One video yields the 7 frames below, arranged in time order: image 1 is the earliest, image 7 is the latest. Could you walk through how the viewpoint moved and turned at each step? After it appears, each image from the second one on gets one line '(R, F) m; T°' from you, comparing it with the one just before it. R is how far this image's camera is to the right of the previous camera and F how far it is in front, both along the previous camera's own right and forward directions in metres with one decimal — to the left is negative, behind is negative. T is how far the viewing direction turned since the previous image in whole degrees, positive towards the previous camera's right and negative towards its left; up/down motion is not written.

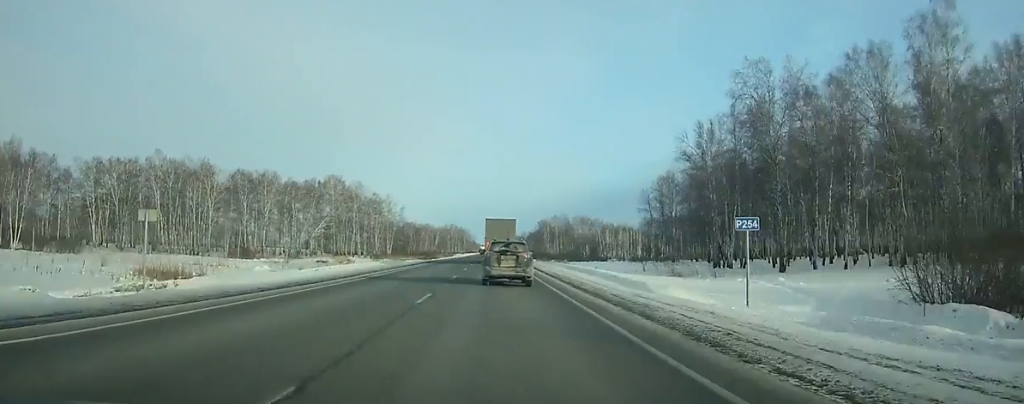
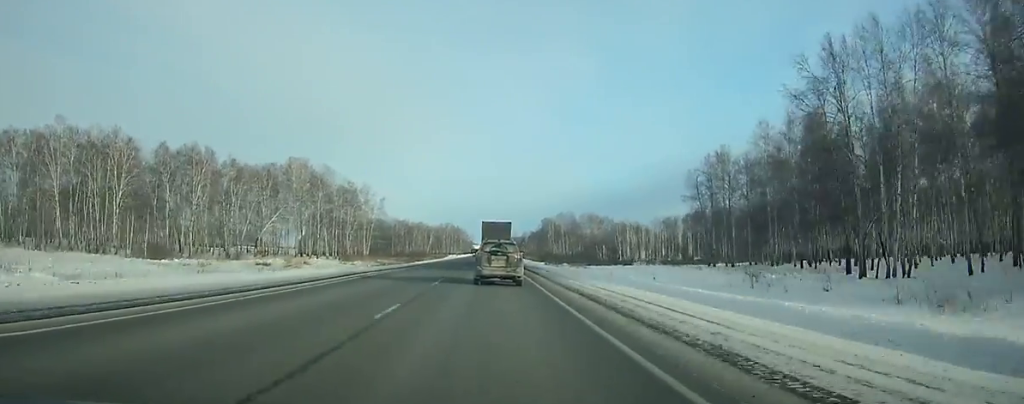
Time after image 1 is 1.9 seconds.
(0.0, +40.0) m; 0°
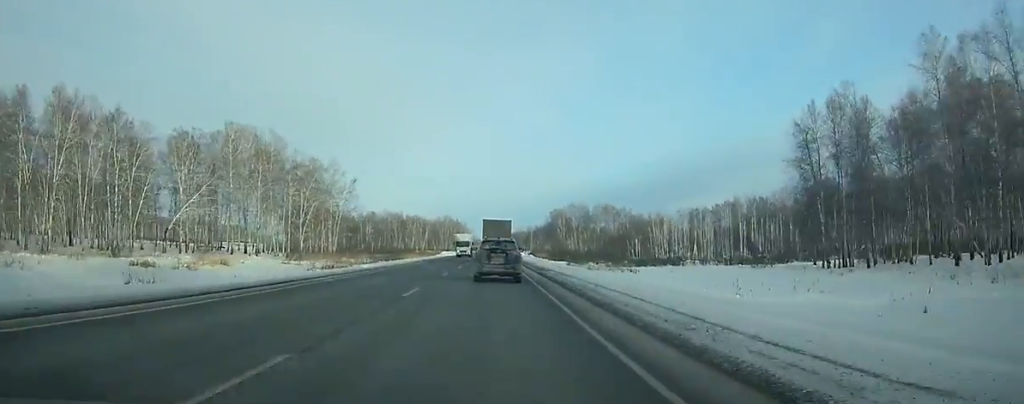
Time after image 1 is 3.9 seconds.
(0.0, +42.3) m; 0°
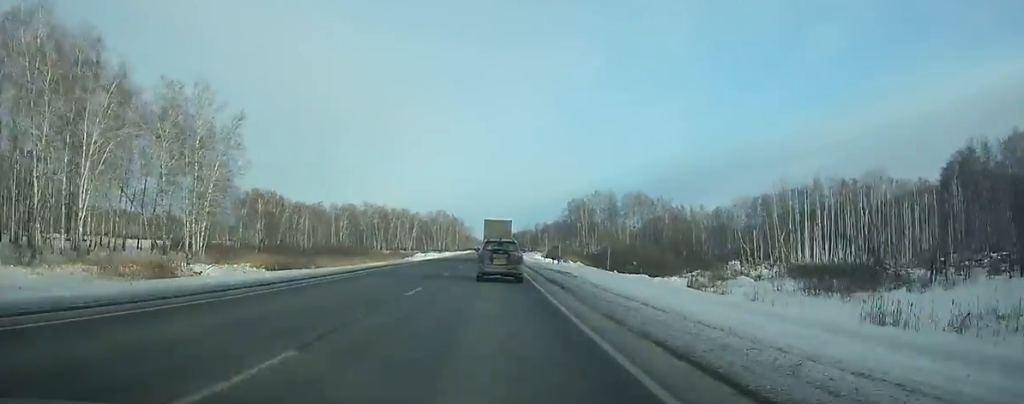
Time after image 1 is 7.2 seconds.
(-0.1, +70.3) m; 0°
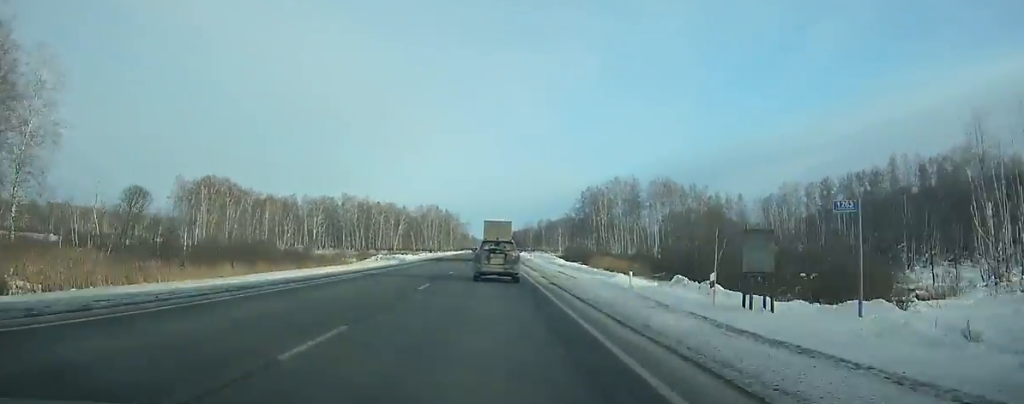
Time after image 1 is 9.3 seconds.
(-0.1, +45.0) m; 0°
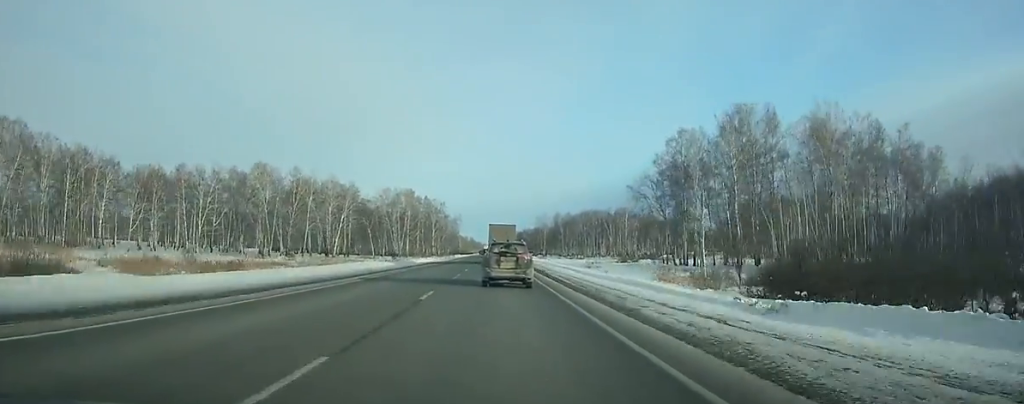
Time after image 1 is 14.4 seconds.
(-0.3, +109.3) m; 0°
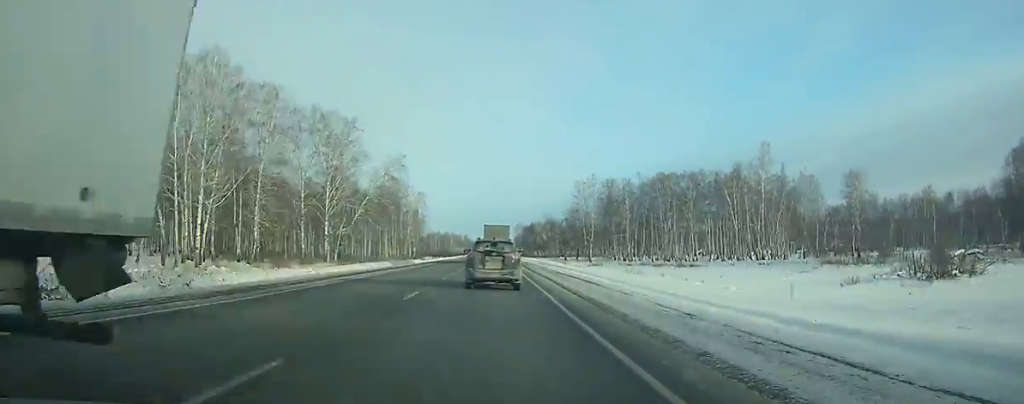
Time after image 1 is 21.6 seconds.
(+1.7, +156.6) m; +1°
